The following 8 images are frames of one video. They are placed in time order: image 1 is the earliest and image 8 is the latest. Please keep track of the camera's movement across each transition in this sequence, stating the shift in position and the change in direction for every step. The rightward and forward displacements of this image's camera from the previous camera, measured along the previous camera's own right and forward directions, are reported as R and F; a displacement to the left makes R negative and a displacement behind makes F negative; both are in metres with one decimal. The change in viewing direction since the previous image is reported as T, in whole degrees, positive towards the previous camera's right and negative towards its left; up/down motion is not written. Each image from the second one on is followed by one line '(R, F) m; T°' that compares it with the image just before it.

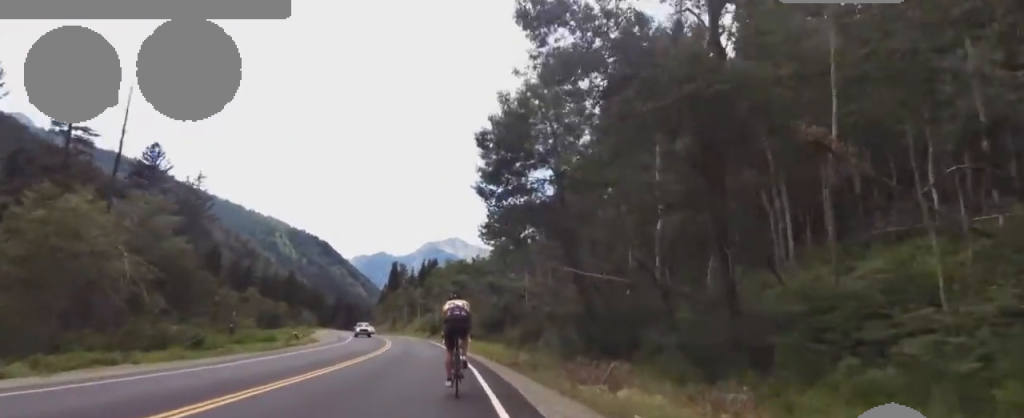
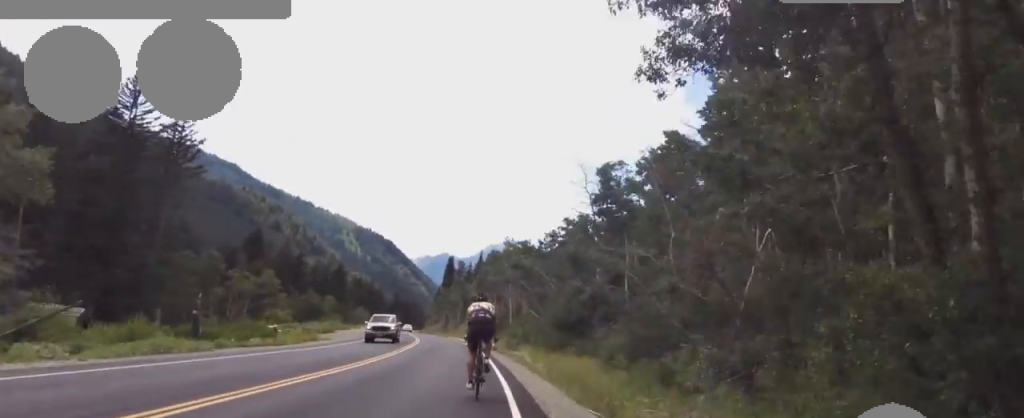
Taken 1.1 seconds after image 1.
(-1.5, +19.2) m; -1°
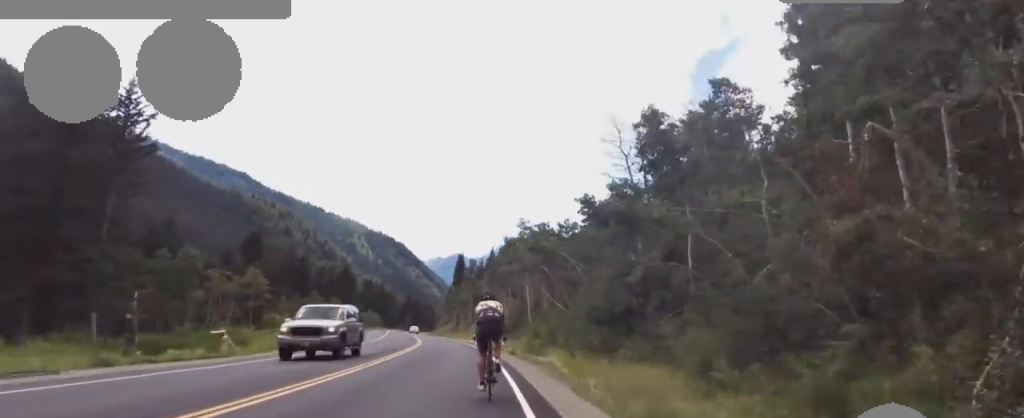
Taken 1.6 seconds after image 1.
(+0.2, +9.0) m; 0°
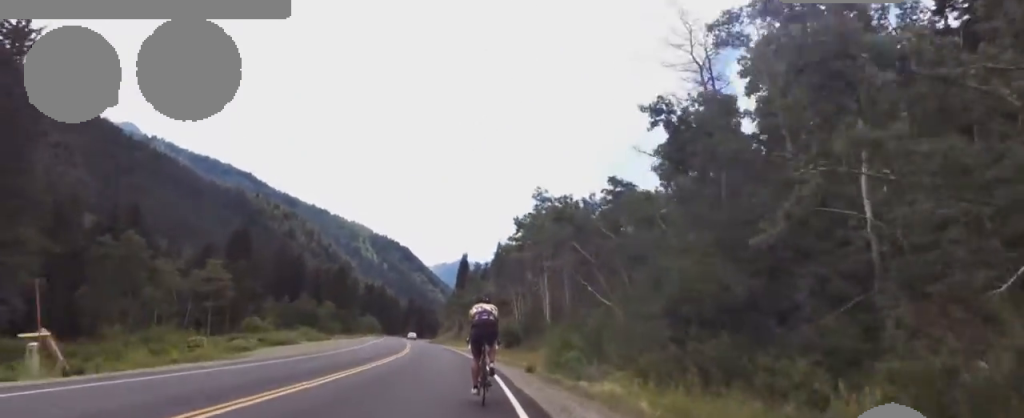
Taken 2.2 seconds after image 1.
(+1.1, +11.4) m; 0°
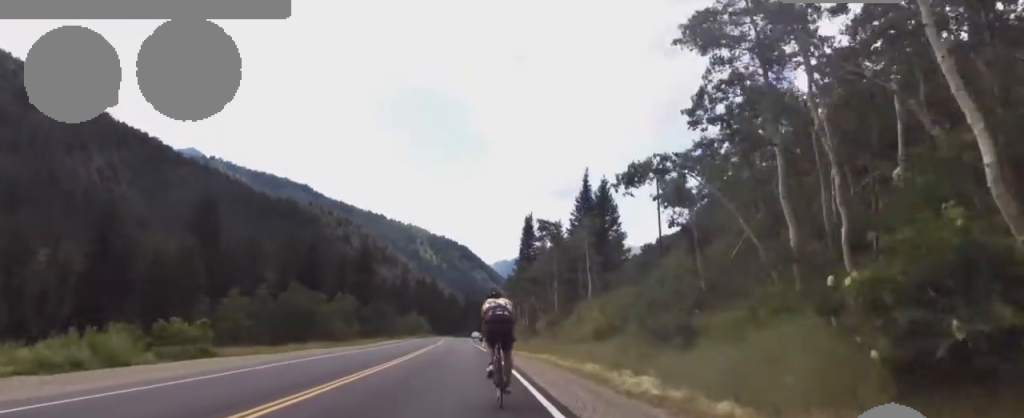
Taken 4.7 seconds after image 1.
(-5.2, +45.1) m; -10°
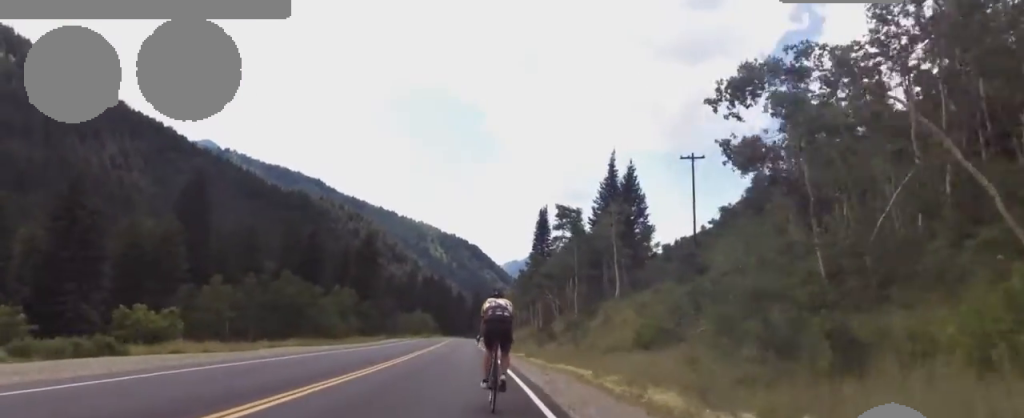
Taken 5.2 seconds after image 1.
(-0.7, +7.7) m; 0°
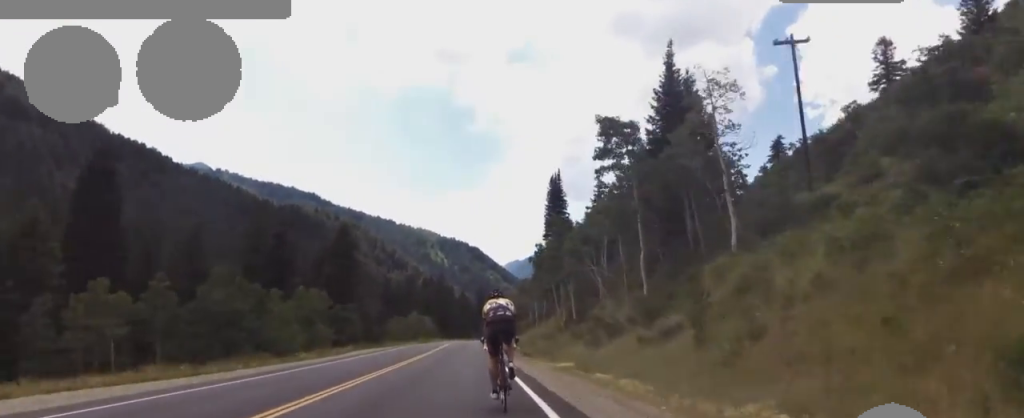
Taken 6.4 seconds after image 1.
(+1.3, +21.1) m; 0°
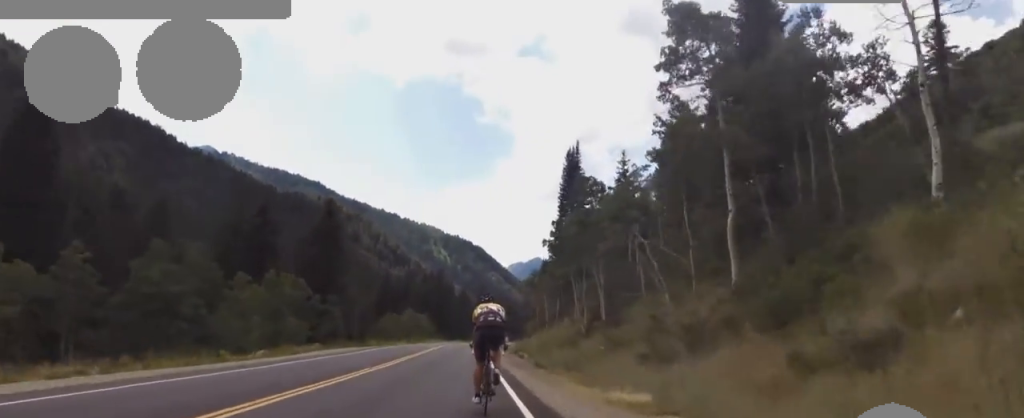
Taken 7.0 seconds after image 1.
(-1.0, +11.1) m; 0°
